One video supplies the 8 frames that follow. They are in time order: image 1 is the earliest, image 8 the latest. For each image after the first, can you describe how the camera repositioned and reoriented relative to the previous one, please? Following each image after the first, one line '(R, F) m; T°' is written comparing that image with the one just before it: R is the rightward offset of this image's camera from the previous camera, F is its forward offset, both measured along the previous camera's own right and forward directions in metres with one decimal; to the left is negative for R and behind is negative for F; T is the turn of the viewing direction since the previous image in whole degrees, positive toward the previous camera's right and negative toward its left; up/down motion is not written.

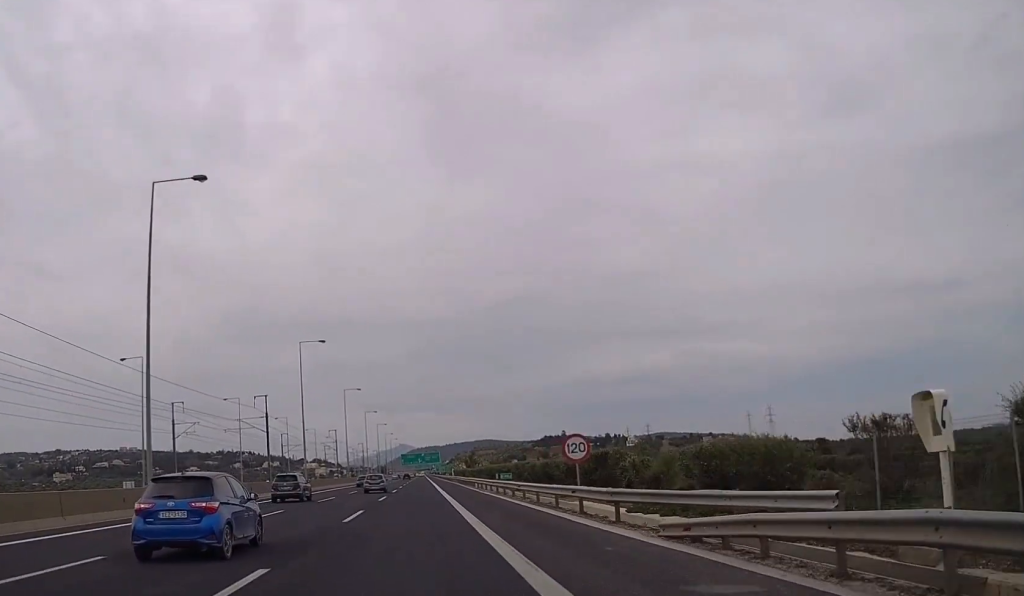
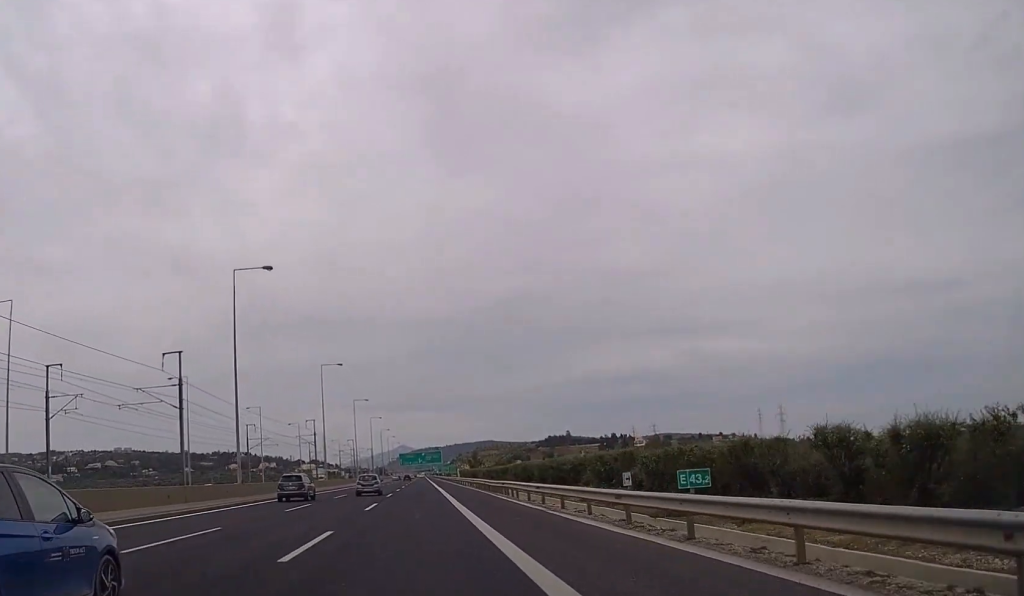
(0.0, +28.3) m; 0°
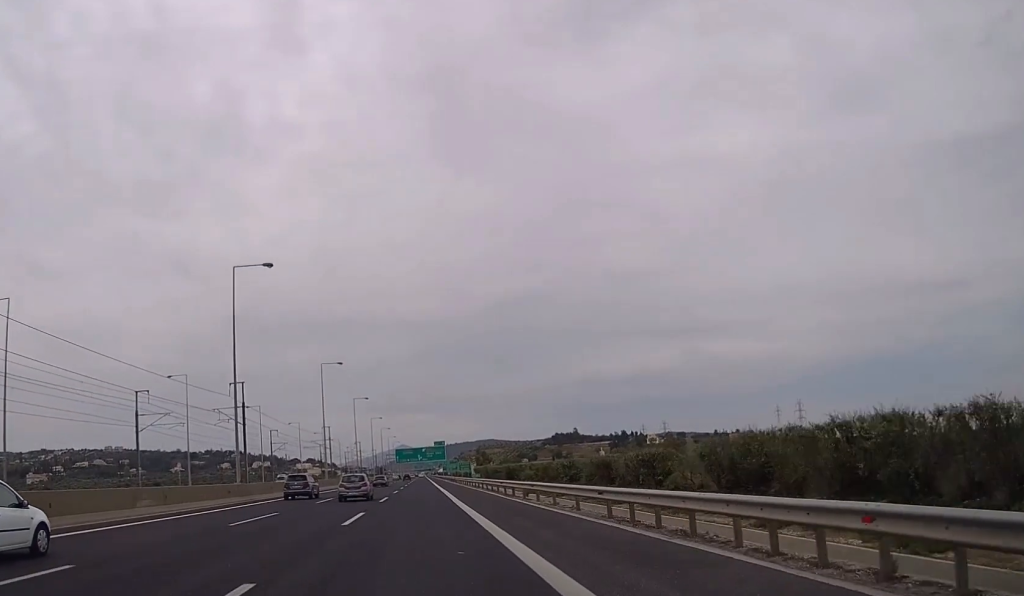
(0.0, +45.5) m; 0°
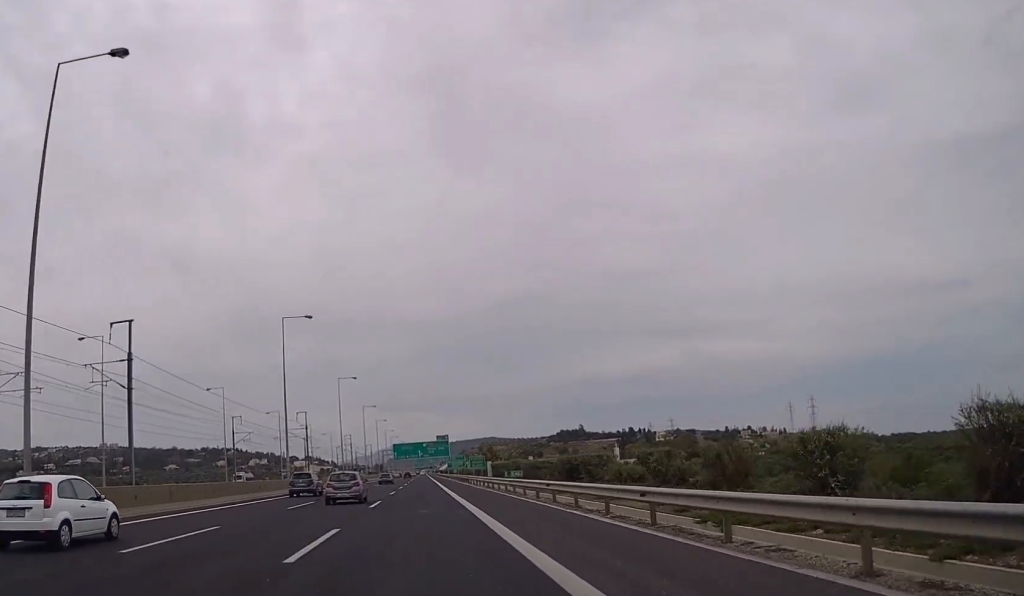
(0.0, +27.2) m; 0°
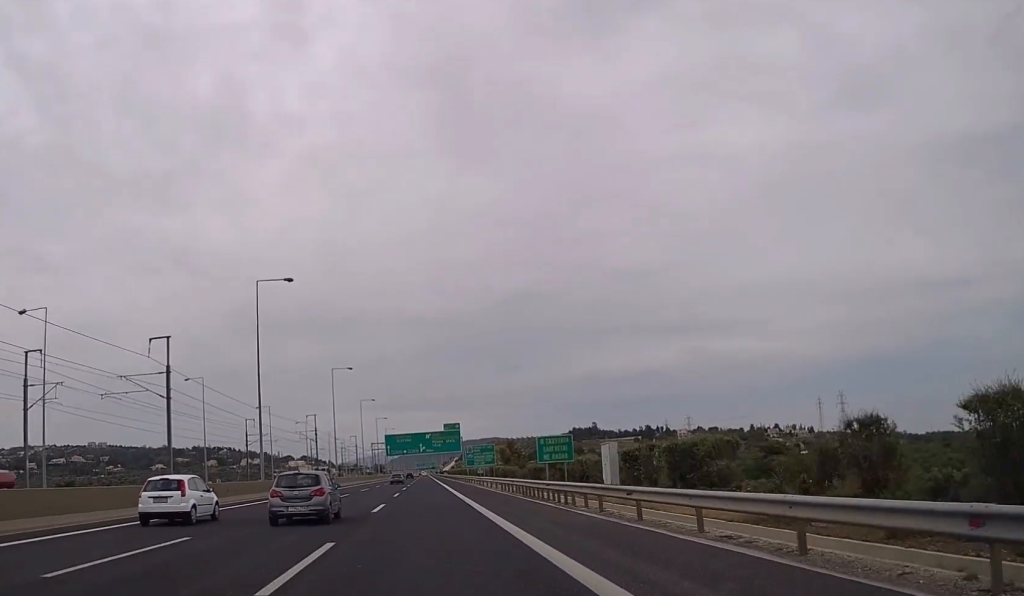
(0.0, +57.9) m; 0°
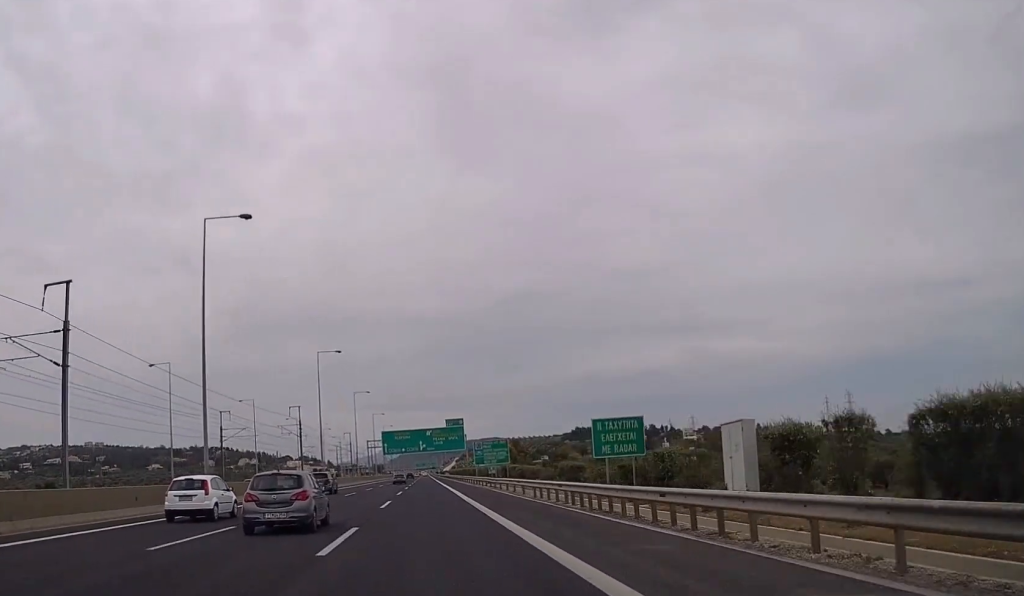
(0.0, +14.2) m; 0°
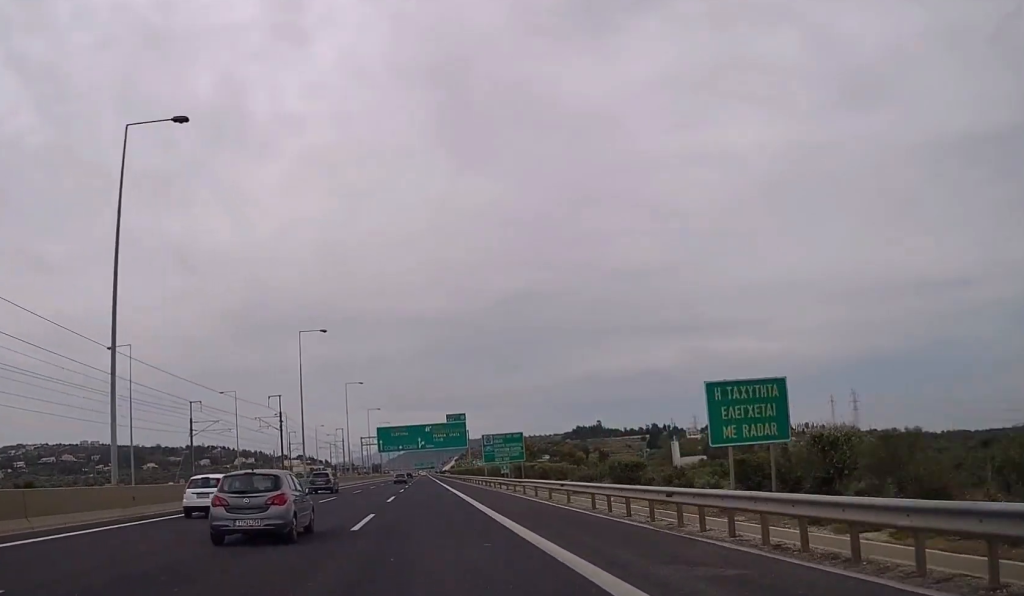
(0.0, +12.3) m; 0°
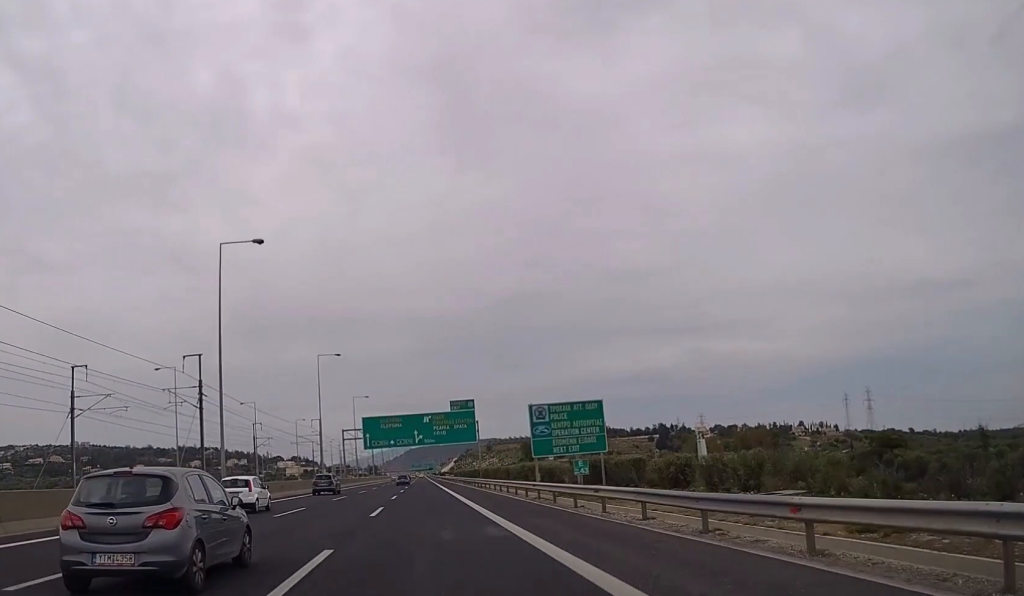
(-0.1, +29.4) m; 0°
